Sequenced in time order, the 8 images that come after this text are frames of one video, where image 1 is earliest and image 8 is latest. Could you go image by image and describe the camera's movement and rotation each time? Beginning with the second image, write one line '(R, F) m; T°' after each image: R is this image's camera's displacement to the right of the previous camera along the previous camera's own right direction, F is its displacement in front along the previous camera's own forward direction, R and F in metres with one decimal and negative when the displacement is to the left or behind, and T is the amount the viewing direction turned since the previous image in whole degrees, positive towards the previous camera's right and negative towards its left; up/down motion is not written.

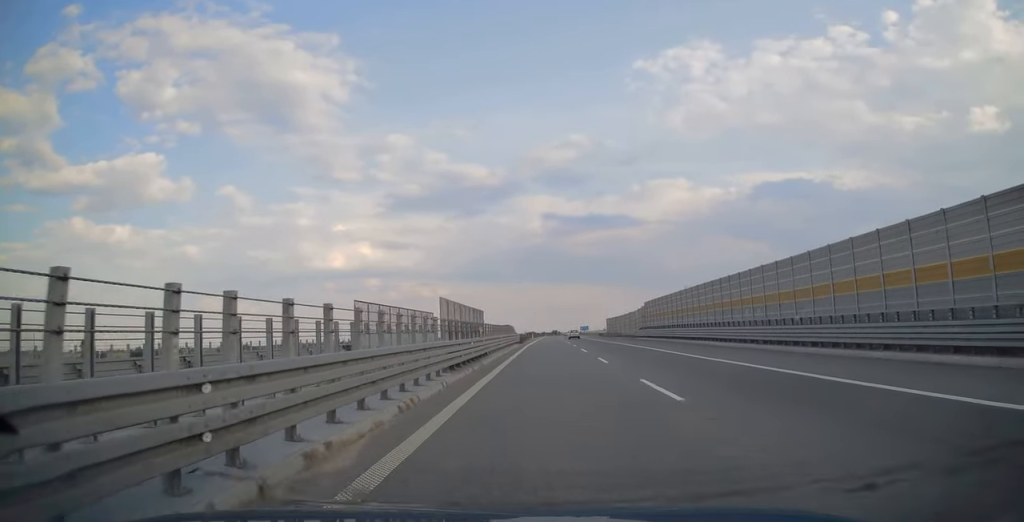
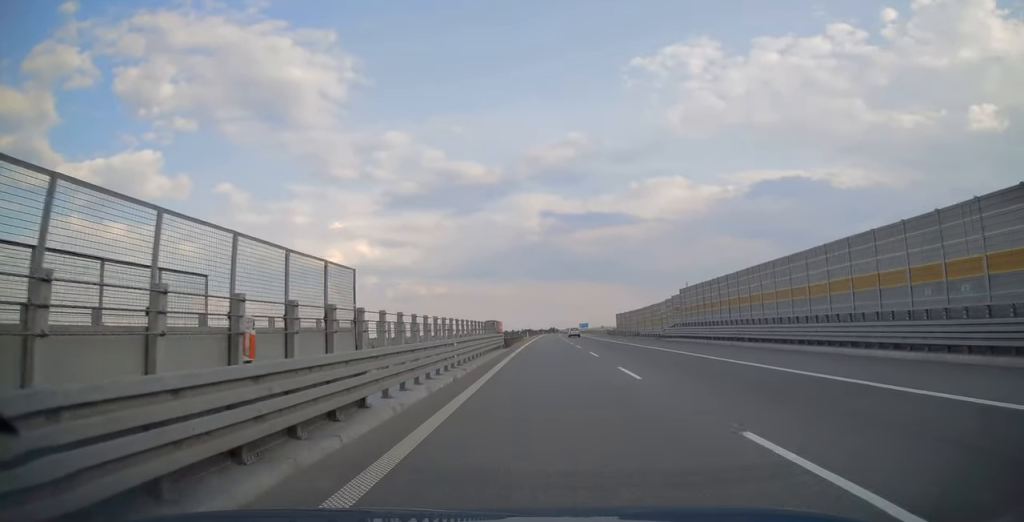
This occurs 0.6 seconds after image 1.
(+0.1, +19.8) m; 0°
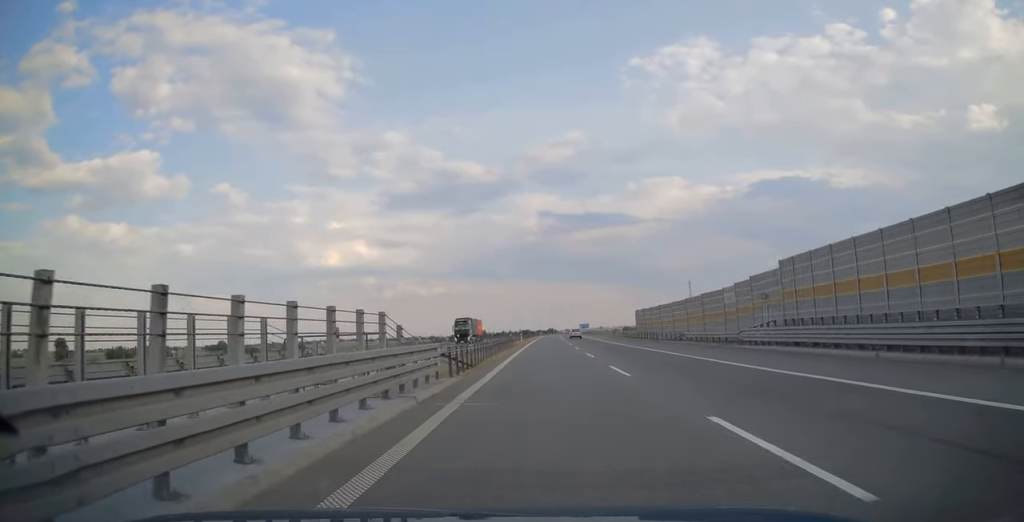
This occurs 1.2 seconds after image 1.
(+0.1, +22.7) m; 0°
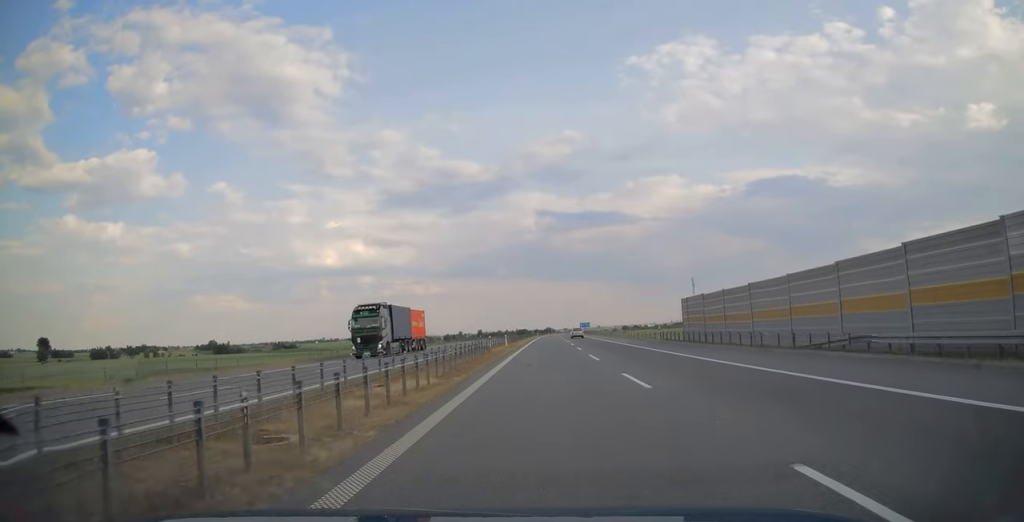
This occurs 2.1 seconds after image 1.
(0.0, +27.1) m; 0°
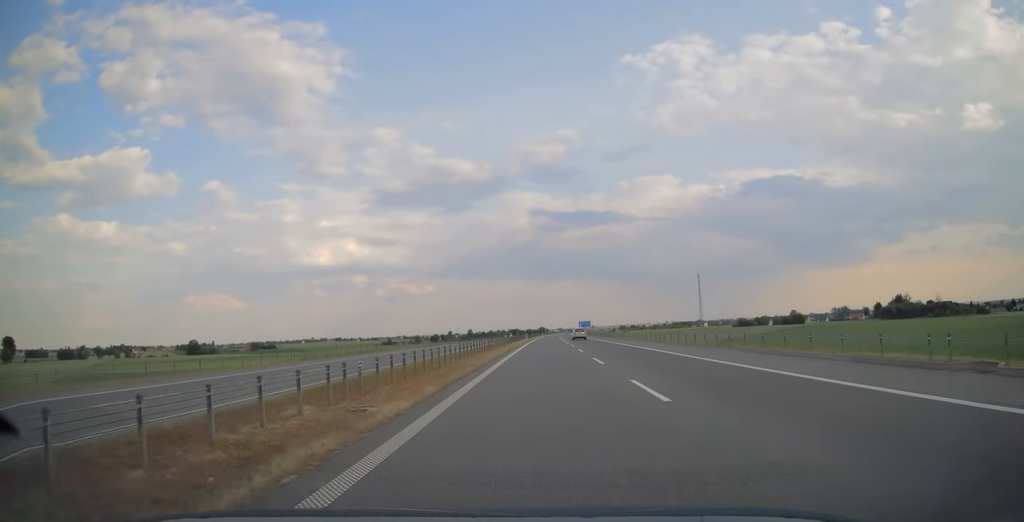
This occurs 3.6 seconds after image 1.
(+0.2, +50.9) m; +1°
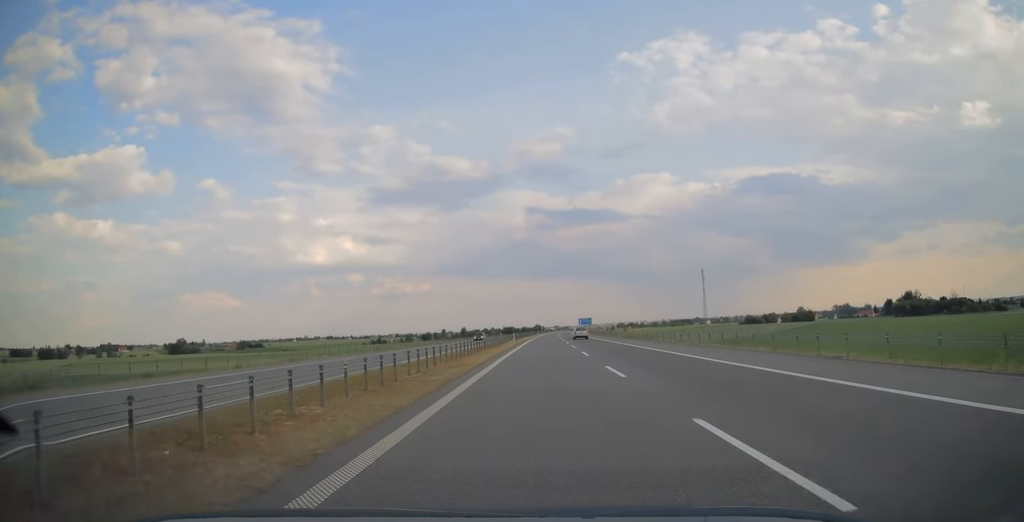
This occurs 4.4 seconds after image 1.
(+0.1, +30.5) m; 0°
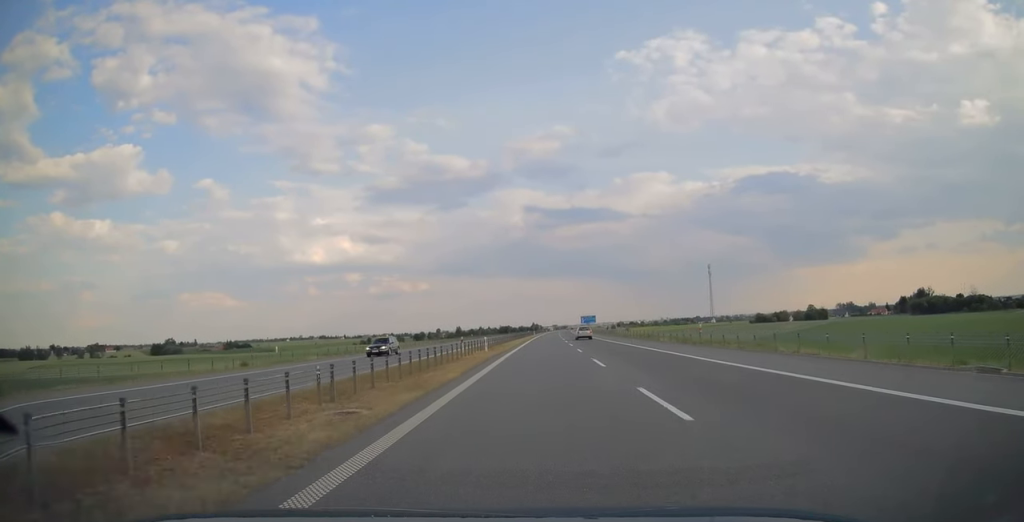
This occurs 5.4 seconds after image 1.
(+0.2, +31.7) m; 0°
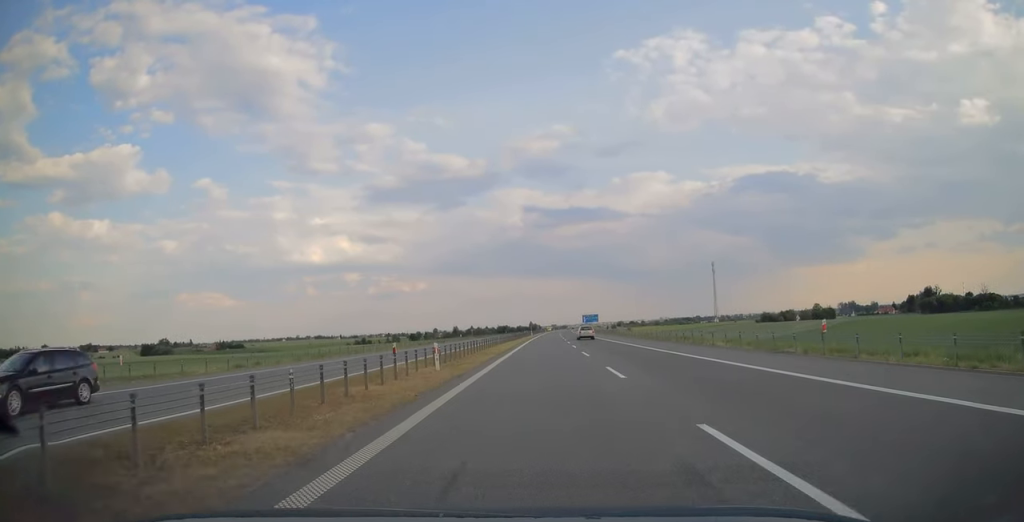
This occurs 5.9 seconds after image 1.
(0.0, +17.0) m; 0°
